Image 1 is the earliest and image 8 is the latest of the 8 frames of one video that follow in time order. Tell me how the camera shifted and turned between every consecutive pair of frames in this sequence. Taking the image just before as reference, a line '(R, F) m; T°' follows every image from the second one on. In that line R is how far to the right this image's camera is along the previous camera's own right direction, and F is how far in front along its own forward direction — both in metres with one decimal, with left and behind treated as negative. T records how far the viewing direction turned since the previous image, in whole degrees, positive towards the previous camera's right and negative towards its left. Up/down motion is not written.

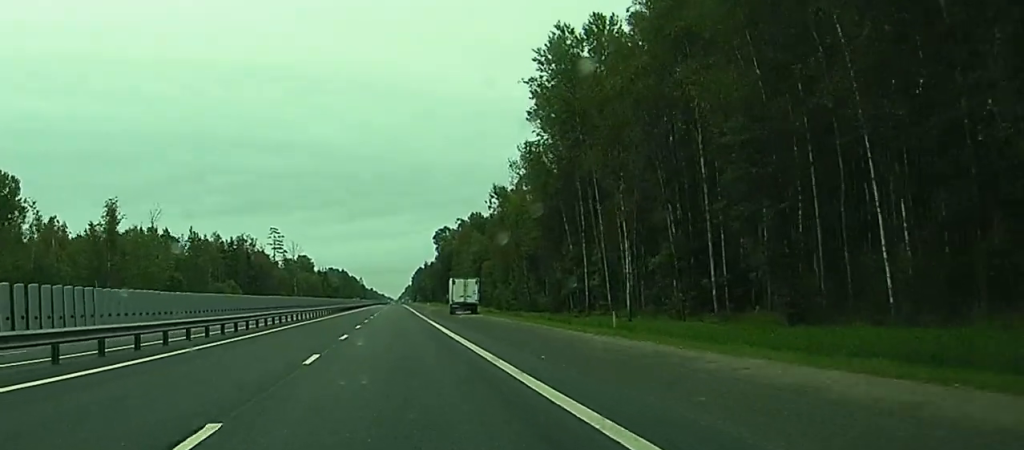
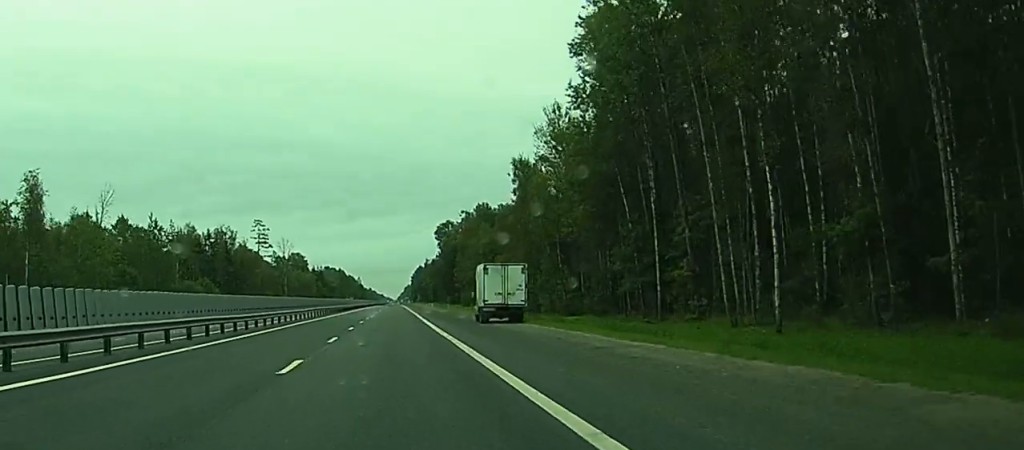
(+0.1, +26.0) m; 0°
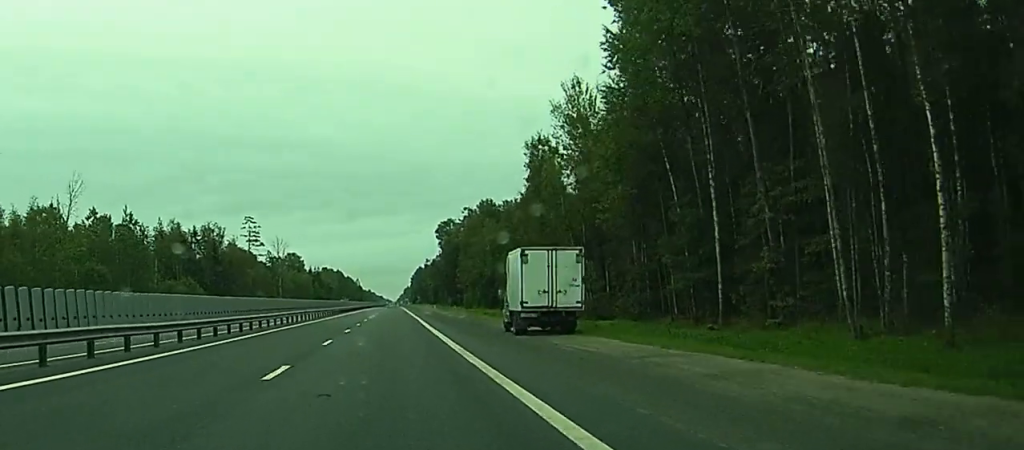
(0.0, +13.0) m; 0°
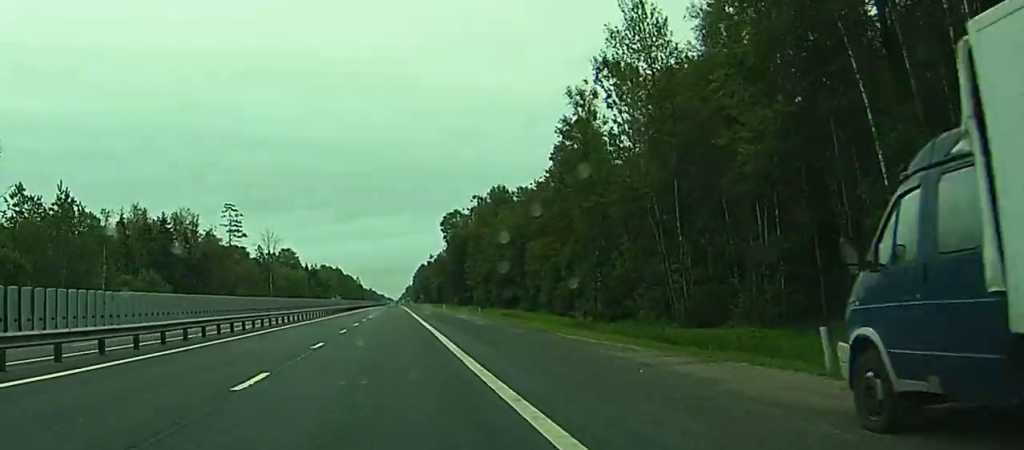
(0.0, +25.9) m; 0°
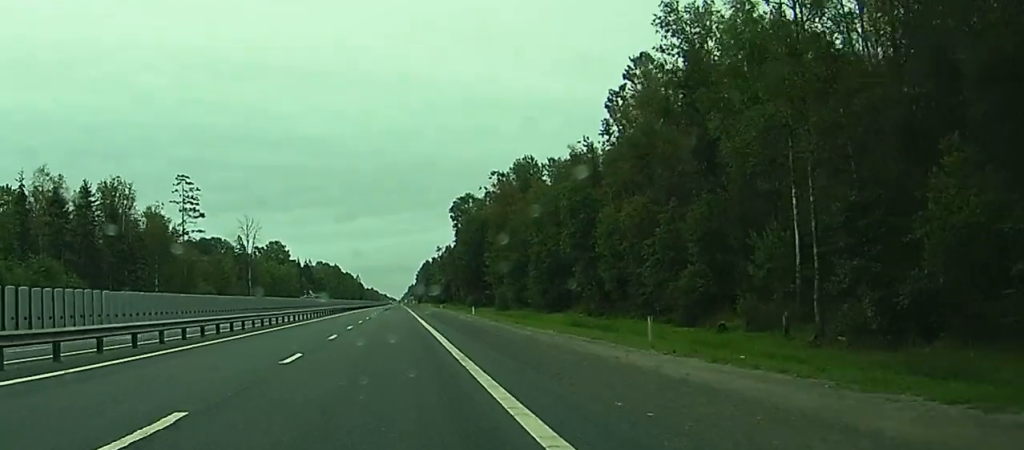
(0.0, +42.1) m; +1°
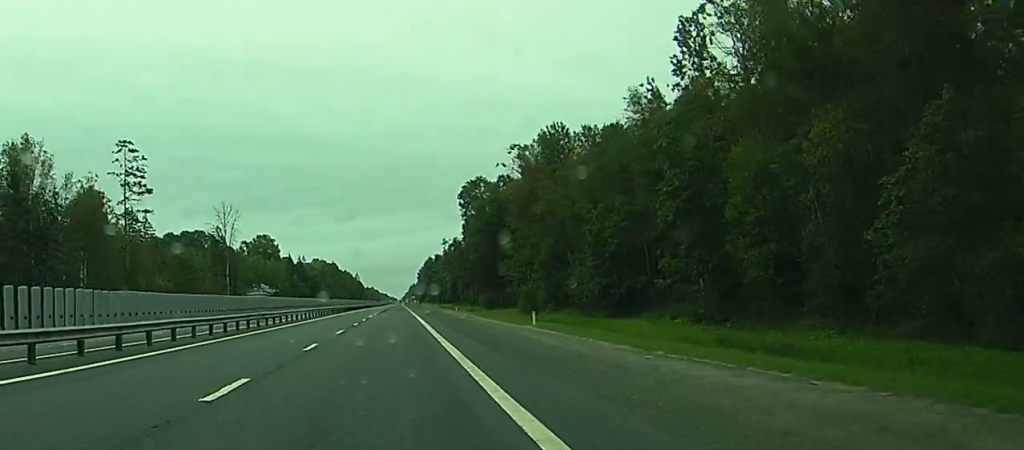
(+0.3, +31.3) m; -2°
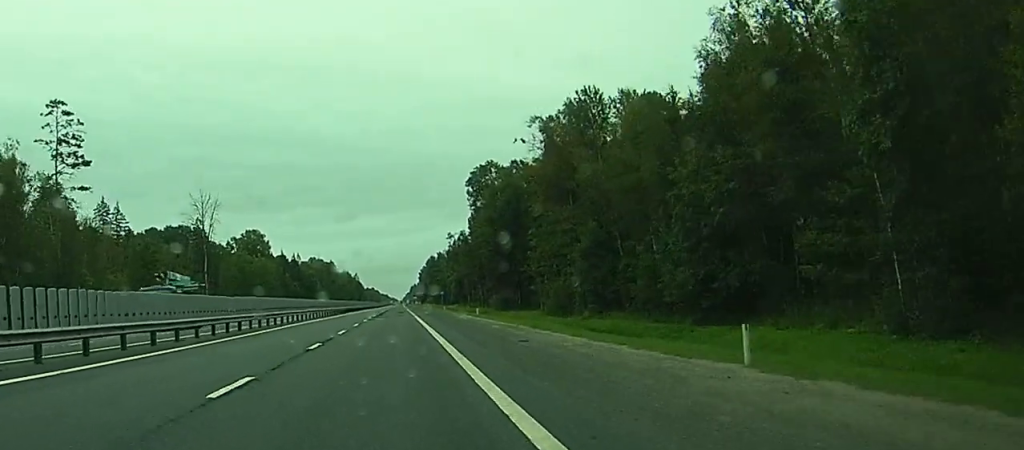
(-0.9, +23.1) m; -1°
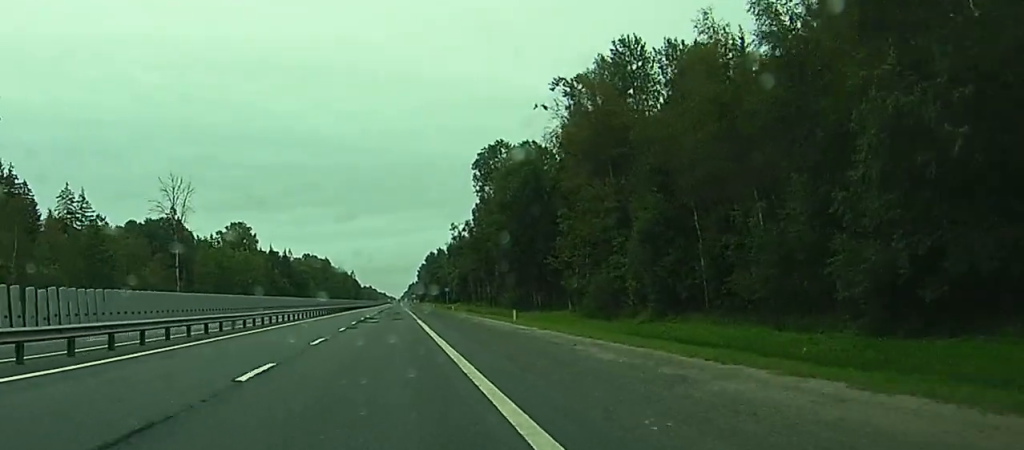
(+0.6, +21.3) m; +2°
